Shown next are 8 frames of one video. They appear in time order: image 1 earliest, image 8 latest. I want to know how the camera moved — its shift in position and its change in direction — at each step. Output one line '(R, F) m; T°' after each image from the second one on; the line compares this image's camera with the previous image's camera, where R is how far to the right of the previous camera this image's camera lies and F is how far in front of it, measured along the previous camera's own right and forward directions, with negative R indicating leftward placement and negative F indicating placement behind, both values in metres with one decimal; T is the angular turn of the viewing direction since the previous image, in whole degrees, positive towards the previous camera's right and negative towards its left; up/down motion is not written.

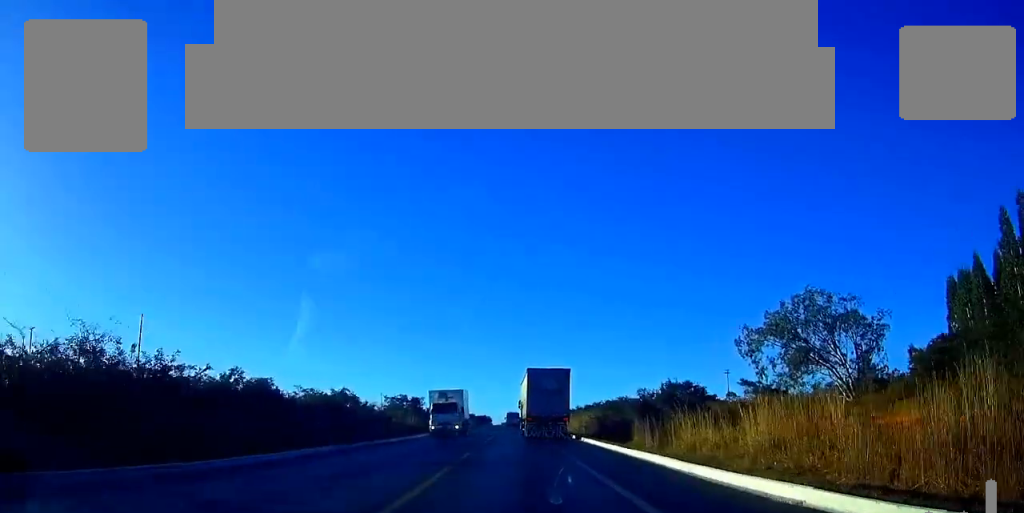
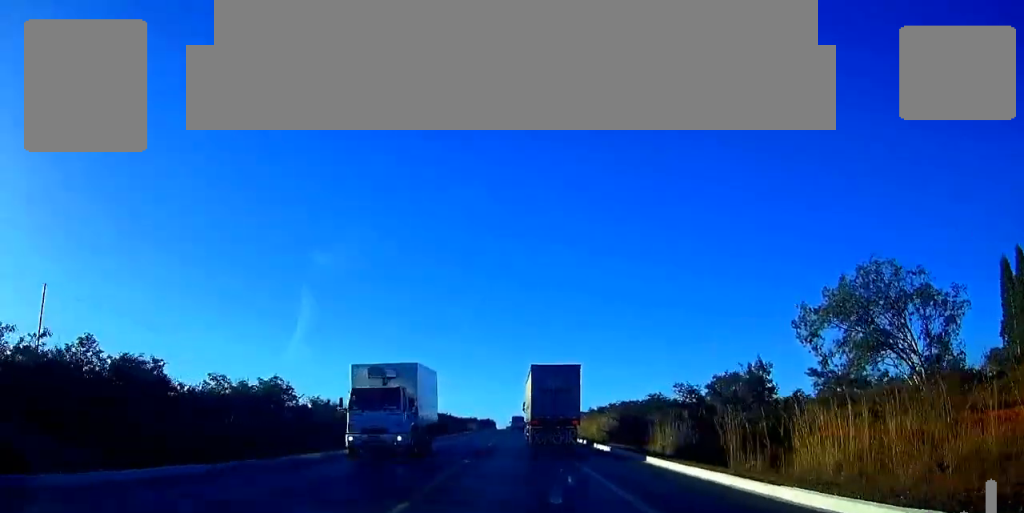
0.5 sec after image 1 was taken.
(-0.3, +13.9) m; 0°
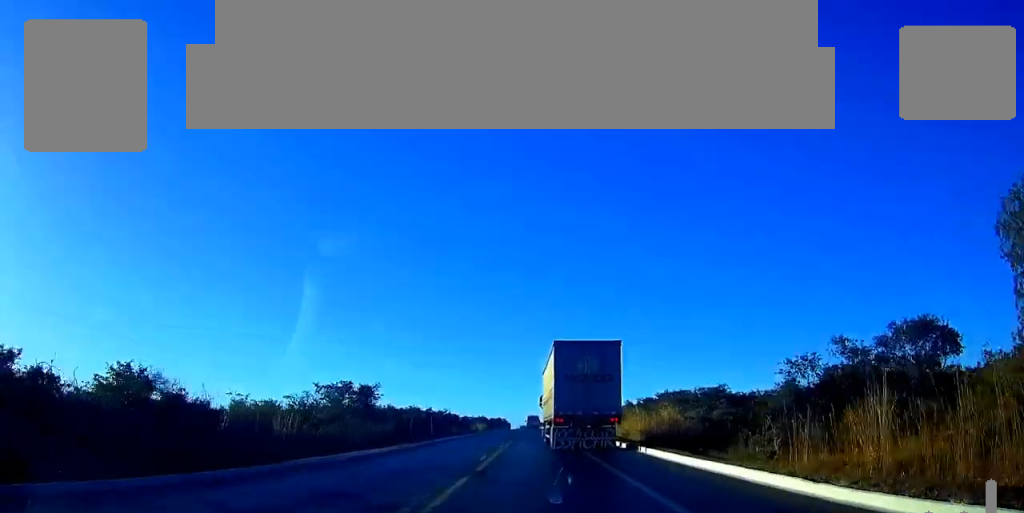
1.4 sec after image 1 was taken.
(+0.7, +27.0) m; -2°
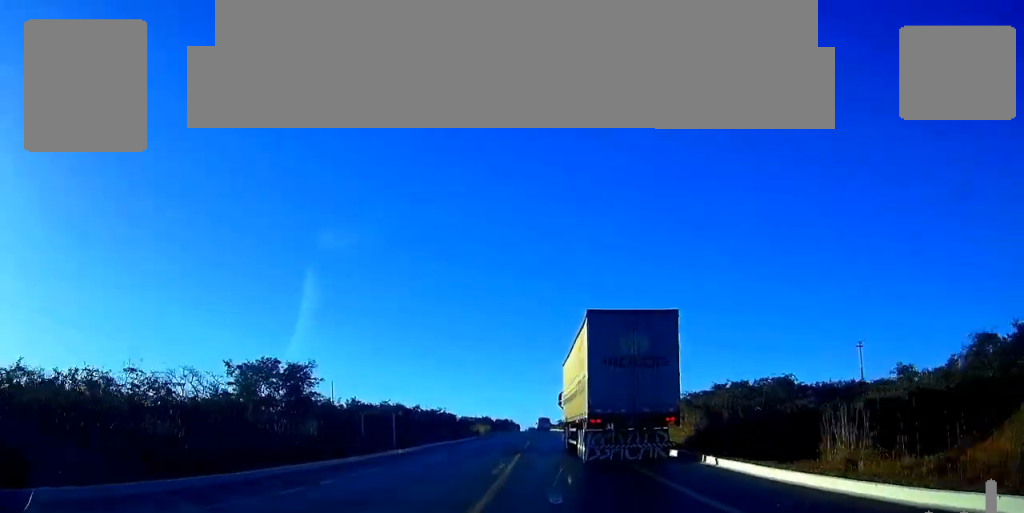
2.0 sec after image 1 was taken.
(-1.0, +20.3) m; -1°
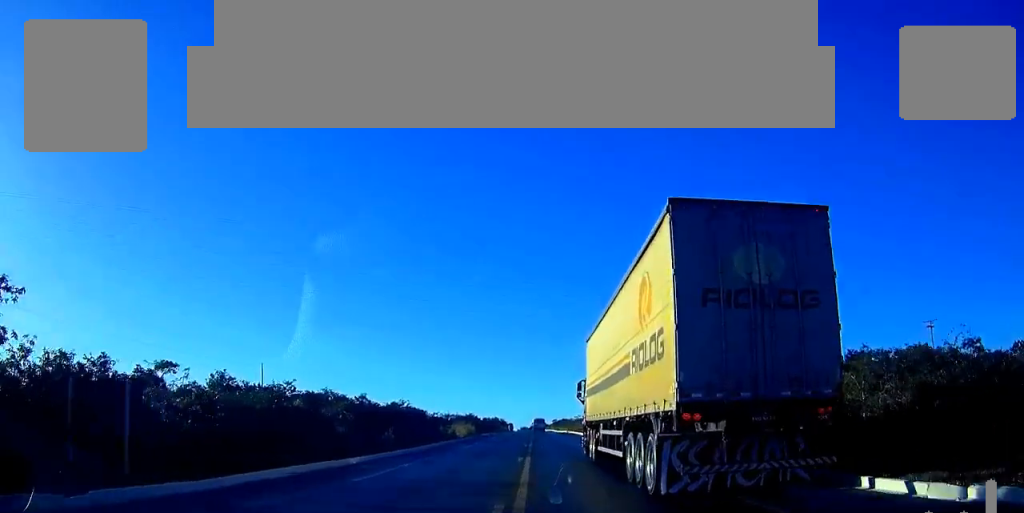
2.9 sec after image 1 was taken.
(-0.4, +25.6) m; 0°
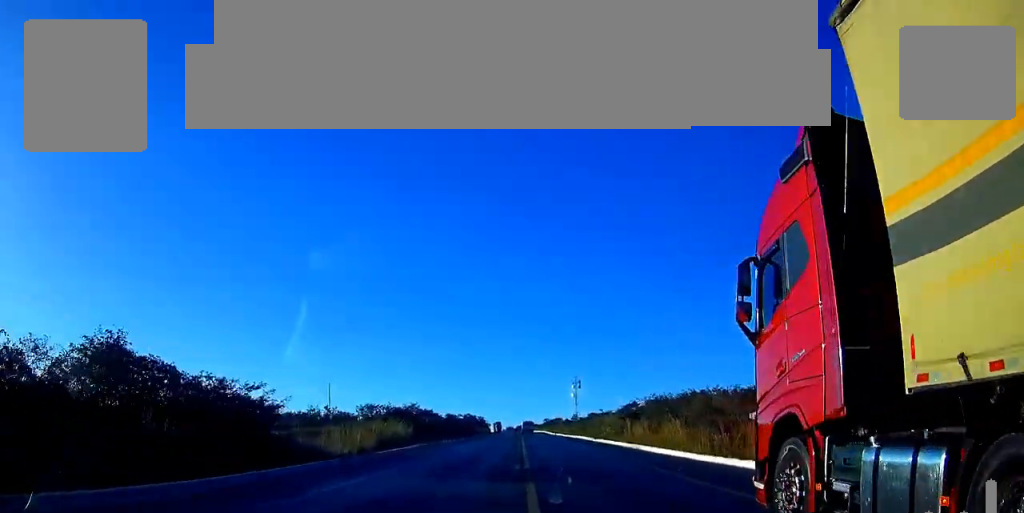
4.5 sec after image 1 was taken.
(+1.5, +52.0) m; +2°
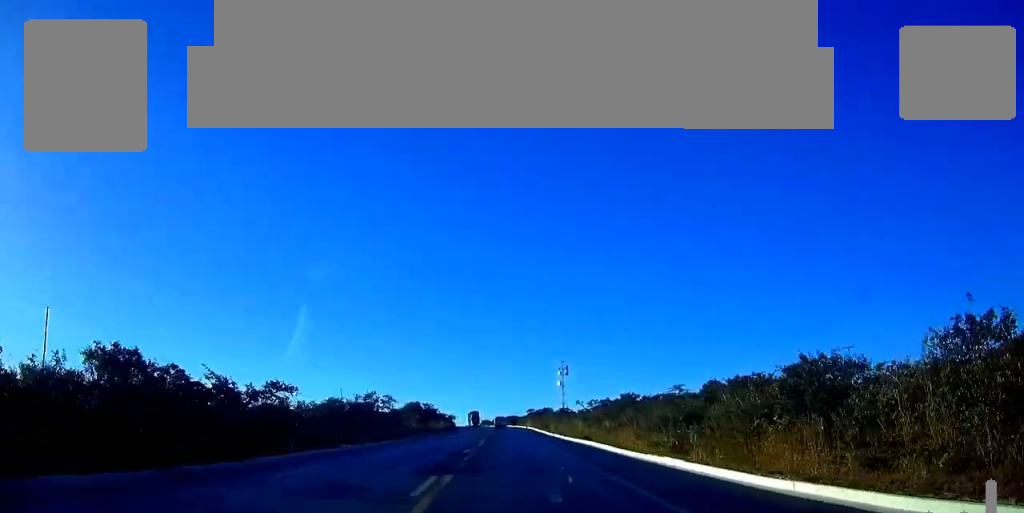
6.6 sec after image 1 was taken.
(+1.1, +66.5) m; +1°
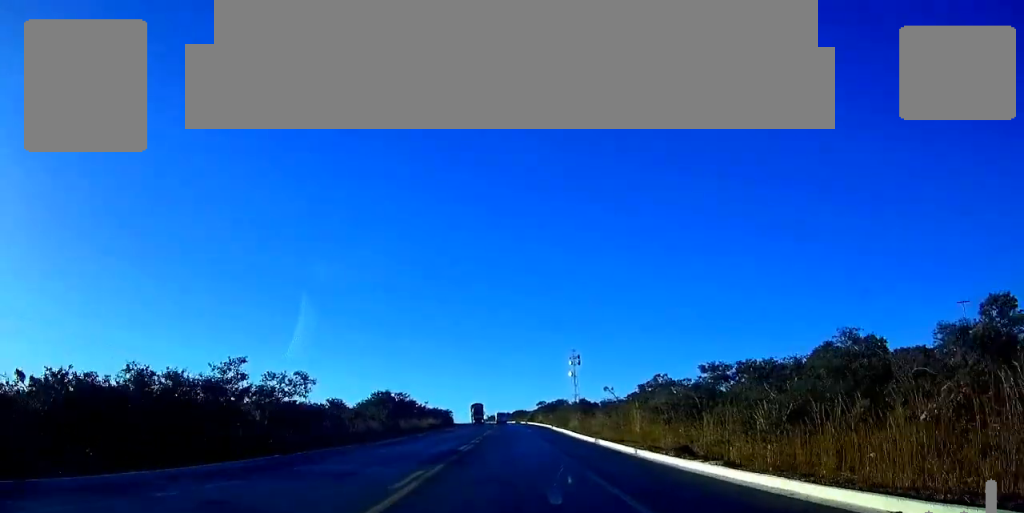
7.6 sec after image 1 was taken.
(-0.1, +29.5) m; -1°
